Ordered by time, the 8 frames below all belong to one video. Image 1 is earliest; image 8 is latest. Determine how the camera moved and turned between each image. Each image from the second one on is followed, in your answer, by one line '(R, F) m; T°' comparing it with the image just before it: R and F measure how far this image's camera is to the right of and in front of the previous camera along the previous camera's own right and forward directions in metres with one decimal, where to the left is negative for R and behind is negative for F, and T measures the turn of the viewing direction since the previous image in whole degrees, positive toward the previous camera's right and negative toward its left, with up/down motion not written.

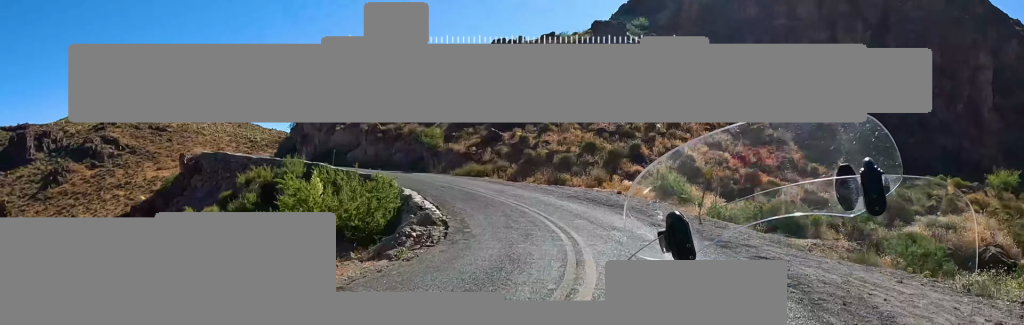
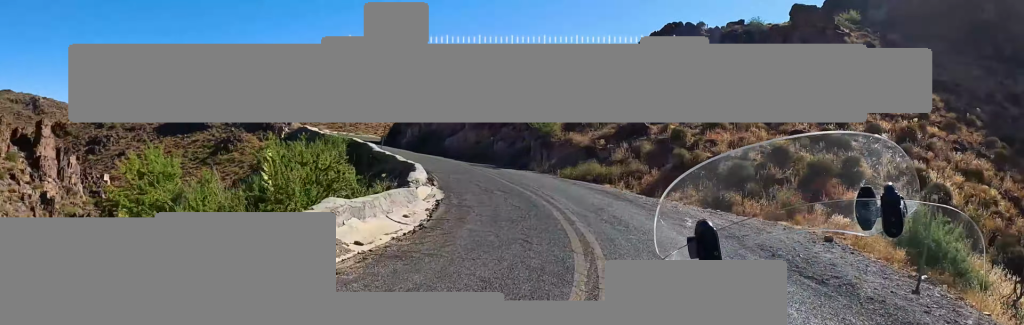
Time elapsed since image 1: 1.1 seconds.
(0.0, +13.5) m; -2°
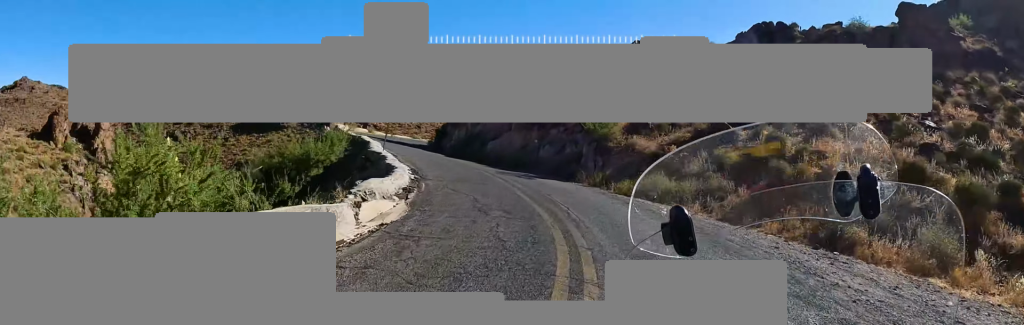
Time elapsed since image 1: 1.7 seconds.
(+0.2, +6.5) m; -3°
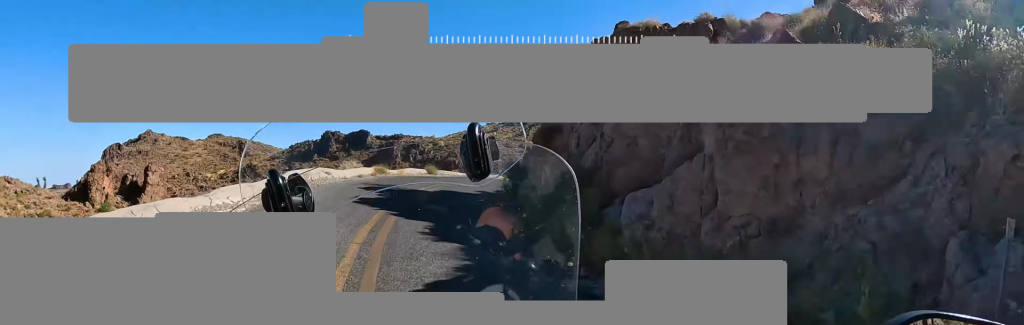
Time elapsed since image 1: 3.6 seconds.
(-7.3, +22.9) m; -38°
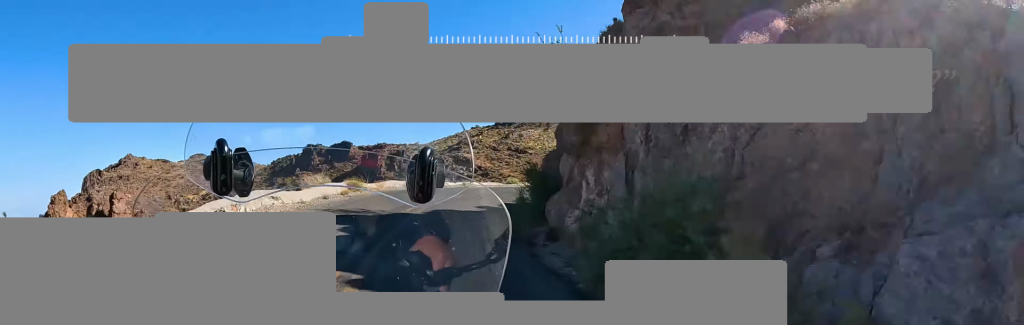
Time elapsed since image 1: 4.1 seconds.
(-0.9, +6.3) m; -3°
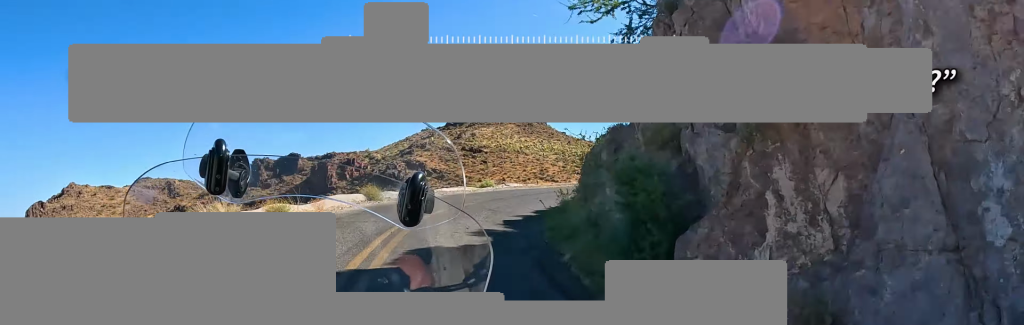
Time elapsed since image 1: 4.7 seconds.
(-1.3, +7.9) m; -1°
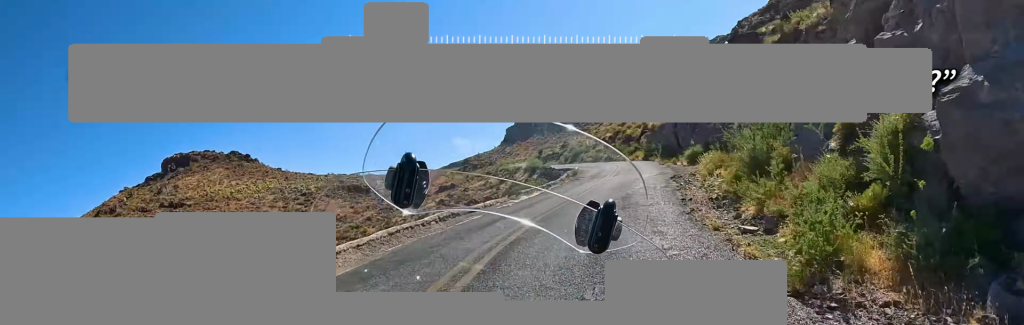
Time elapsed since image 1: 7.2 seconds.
(+7.3, +25.3) m; +35°
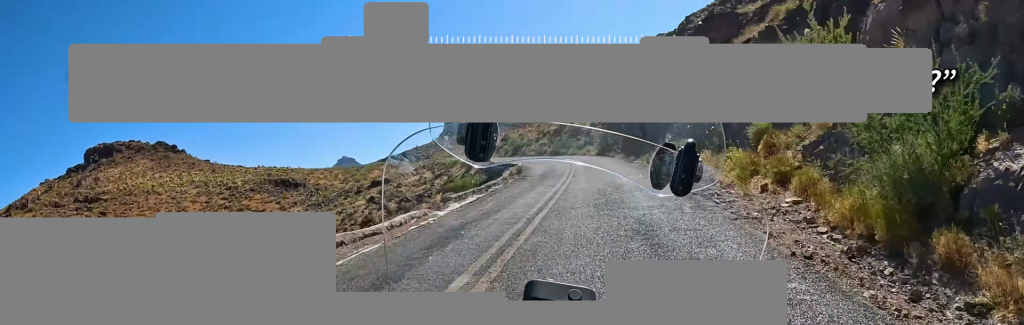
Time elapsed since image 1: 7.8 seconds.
(+0.9, +6.2) m; +9°
